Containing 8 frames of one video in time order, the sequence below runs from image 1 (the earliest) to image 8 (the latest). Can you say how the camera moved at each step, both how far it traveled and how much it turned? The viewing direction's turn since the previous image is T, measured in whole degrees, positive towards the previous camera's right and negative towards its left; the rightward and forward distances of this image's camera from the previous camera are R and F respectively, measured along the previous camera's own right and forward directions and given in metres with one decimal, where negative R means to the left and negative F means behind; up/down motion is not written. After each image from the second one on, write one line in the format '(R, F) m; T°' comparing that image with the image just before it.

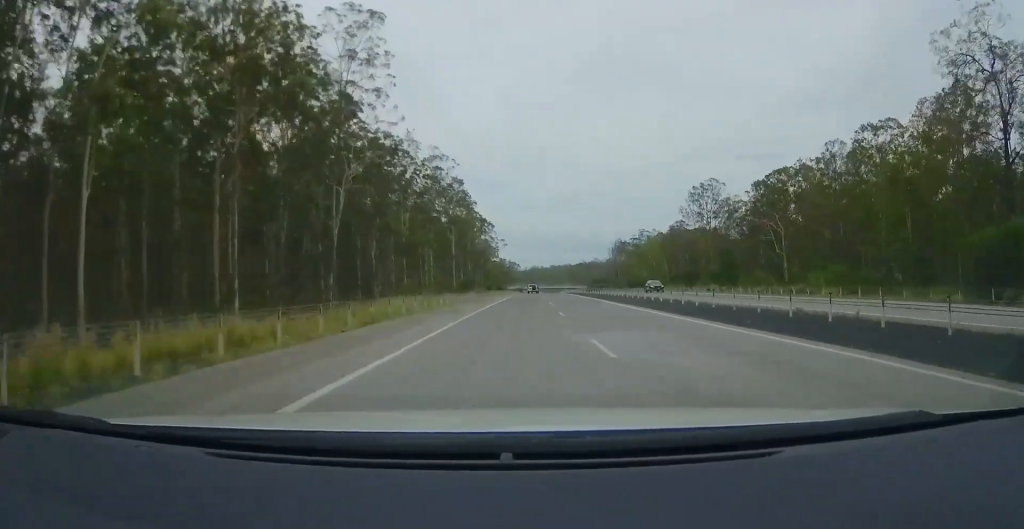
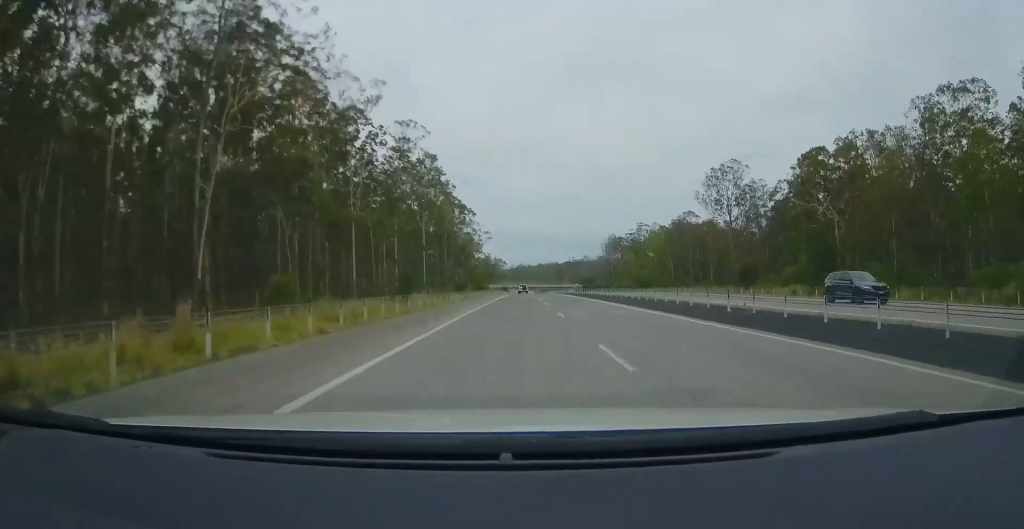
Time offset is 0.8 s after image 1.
(+0.4, +25.8) m; +1°
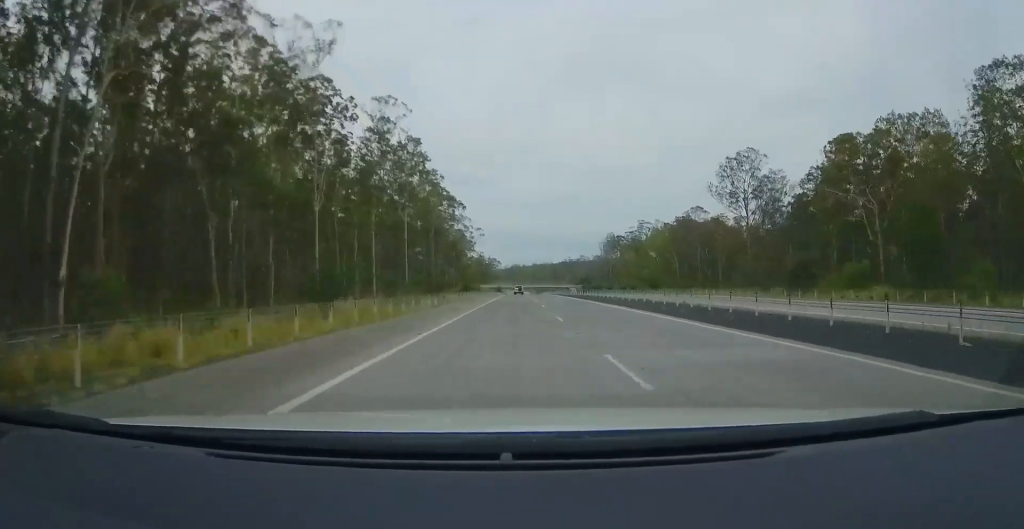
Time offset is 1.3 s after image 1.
(+0.1, +13.5) m; 0°
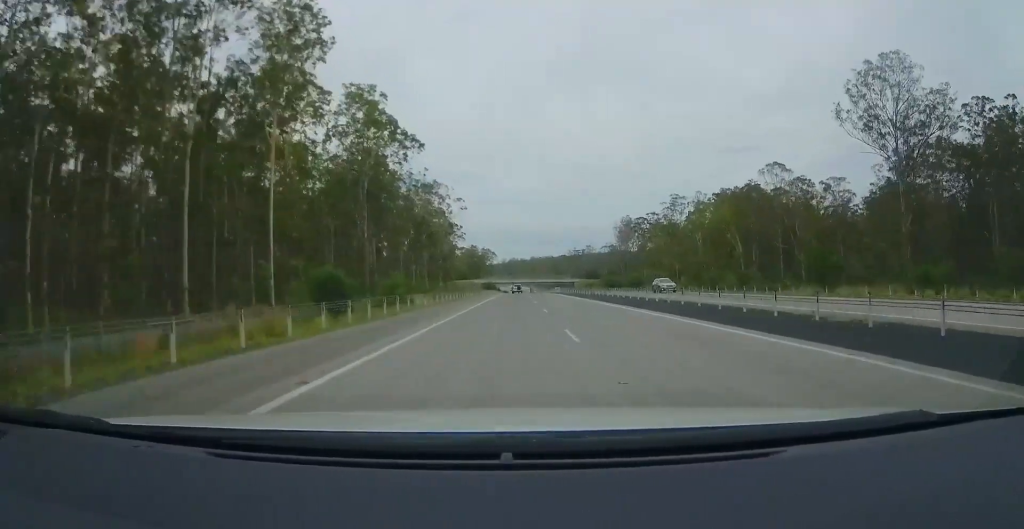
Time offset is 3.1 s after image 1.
(+0.3, +55.5) m; +2°
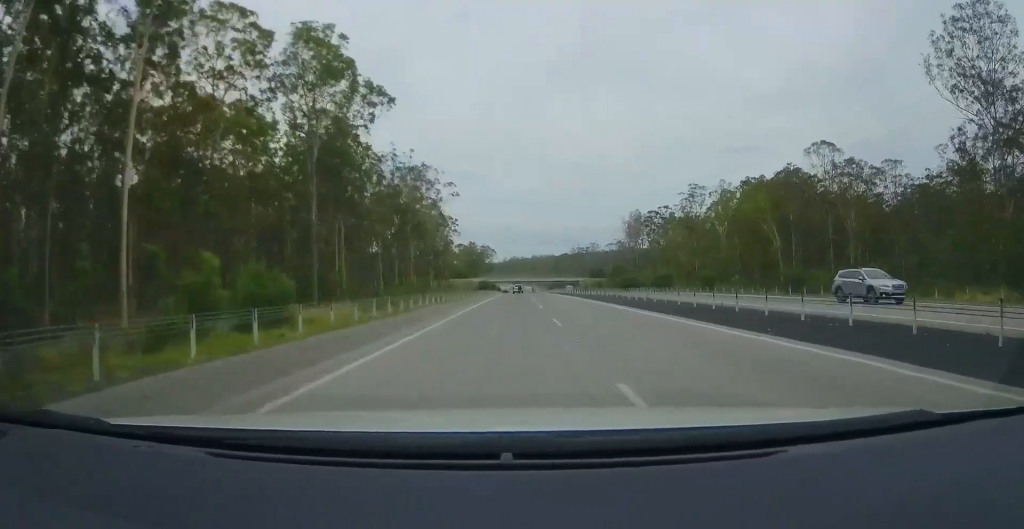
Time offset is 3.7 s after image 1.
(+0.2, +19.8) m; 0°
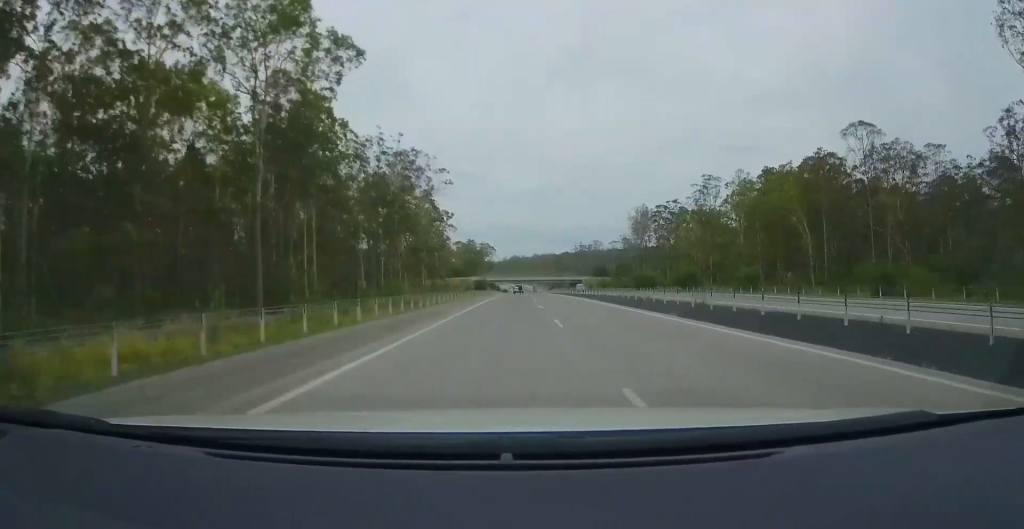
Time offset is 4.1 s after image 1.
(+0.2, +12.3) m; -1°
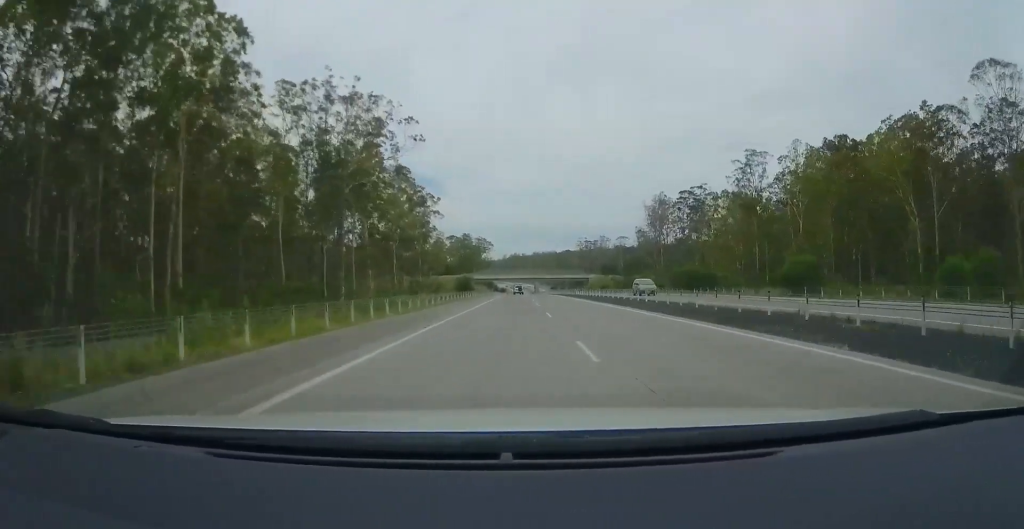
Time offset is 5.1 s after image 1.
(-0.5, +30.9) m; 0°
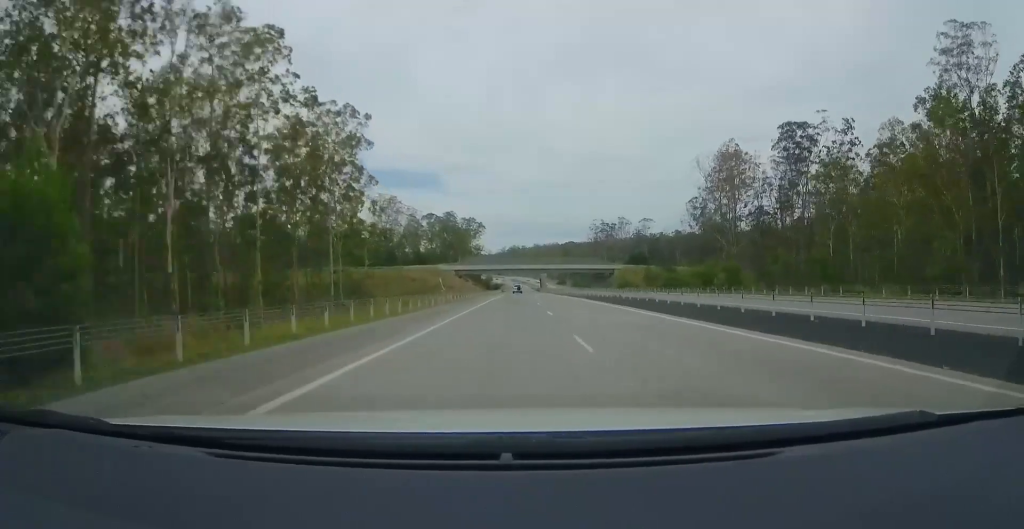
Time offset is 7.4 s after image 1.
(+1.7, +70.2) m; +1°
